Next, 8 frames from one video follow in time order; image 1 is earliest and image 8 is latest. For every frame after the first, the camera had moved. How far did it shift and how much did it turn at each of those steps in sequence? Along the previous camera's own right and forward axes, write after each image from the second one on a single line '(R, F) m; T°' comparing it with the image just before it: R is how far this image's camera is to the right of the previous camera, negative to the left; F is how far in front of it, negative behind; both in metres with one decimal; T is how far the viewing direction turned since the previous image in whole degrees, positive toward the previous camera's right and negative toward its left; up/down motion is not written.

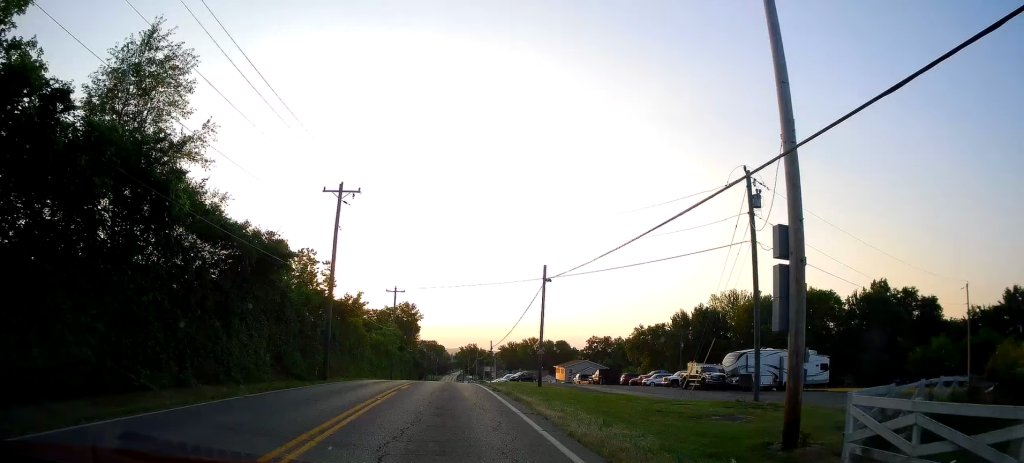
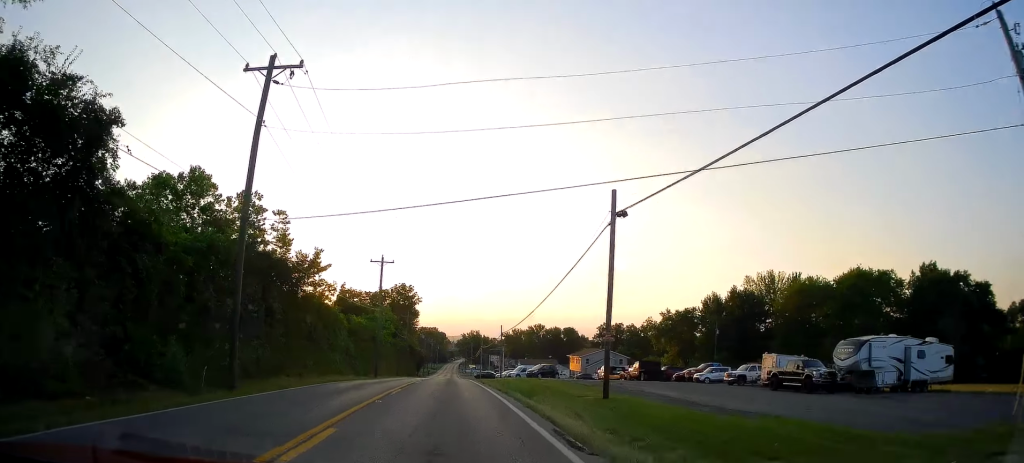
(-0.1, +16.0) m; -2°
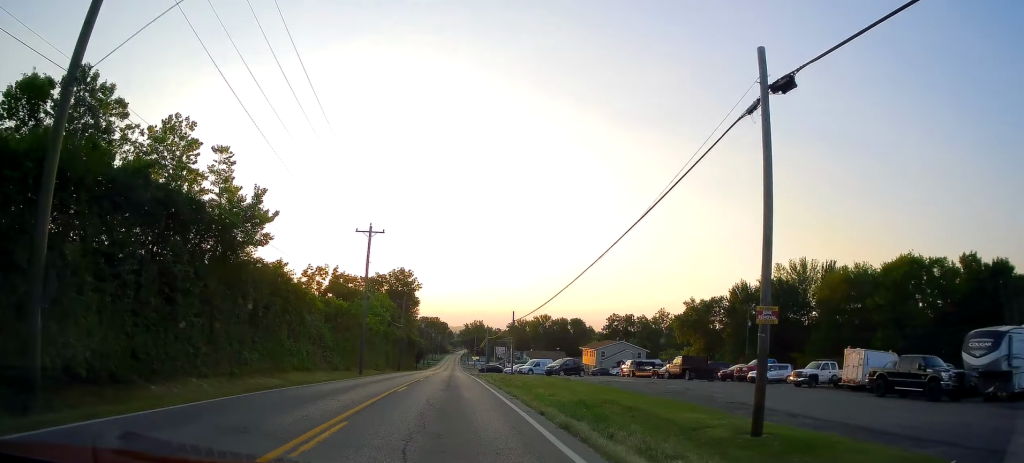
(+0.2, +11.1) m; -2°
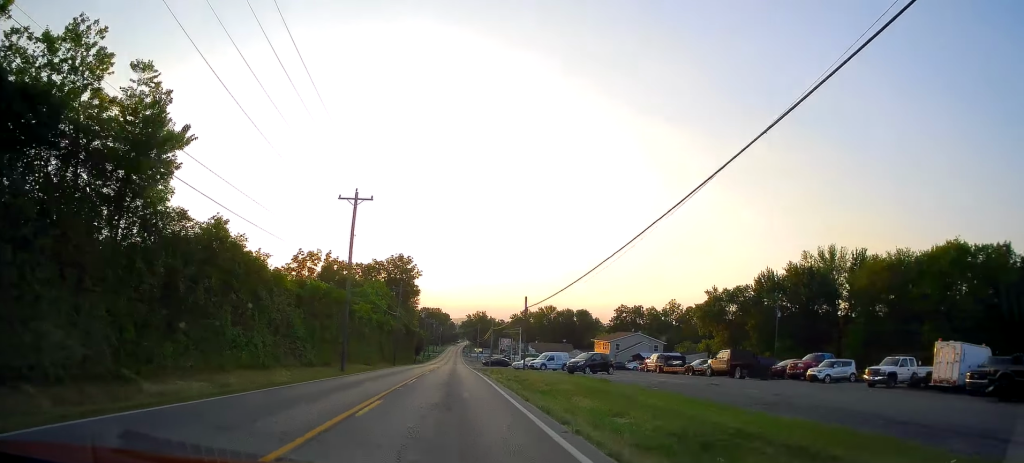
(-0.4, +8.7) m; -1°
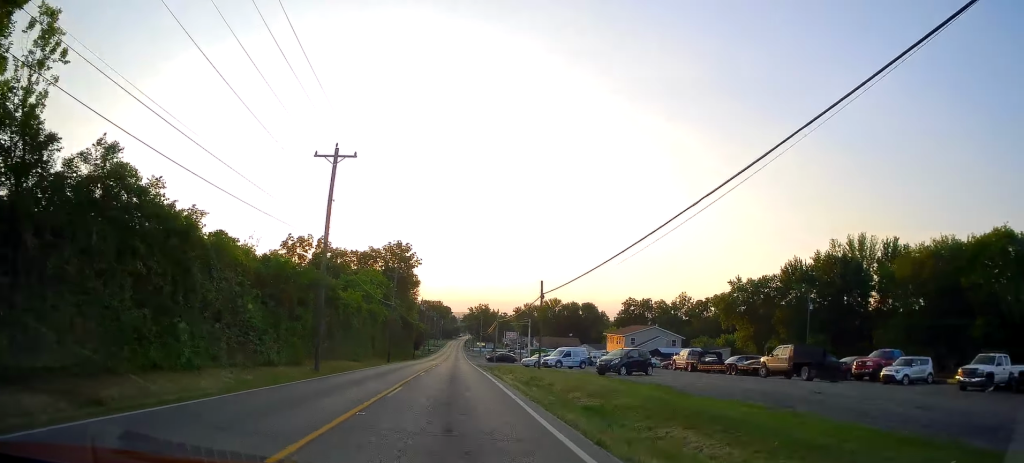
(-0.2, +8.1) m; -1°
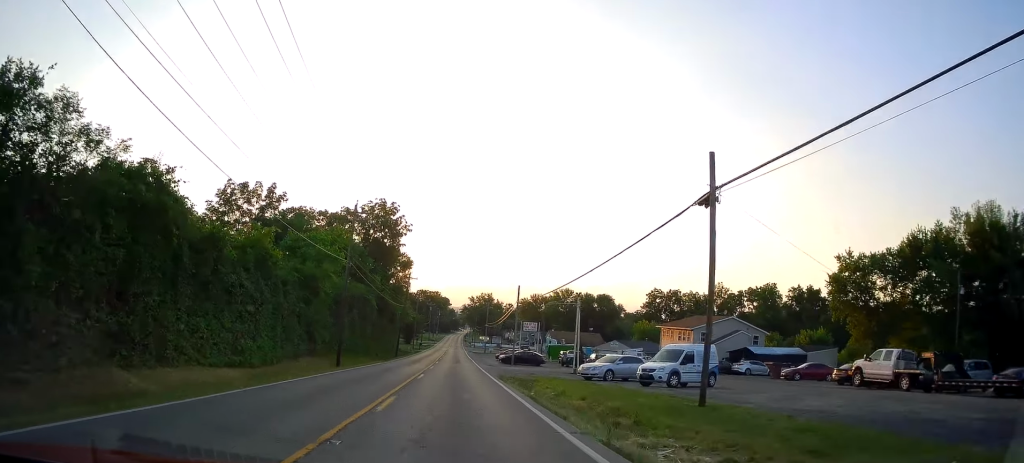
(+0.4, +28.2) m; +2°
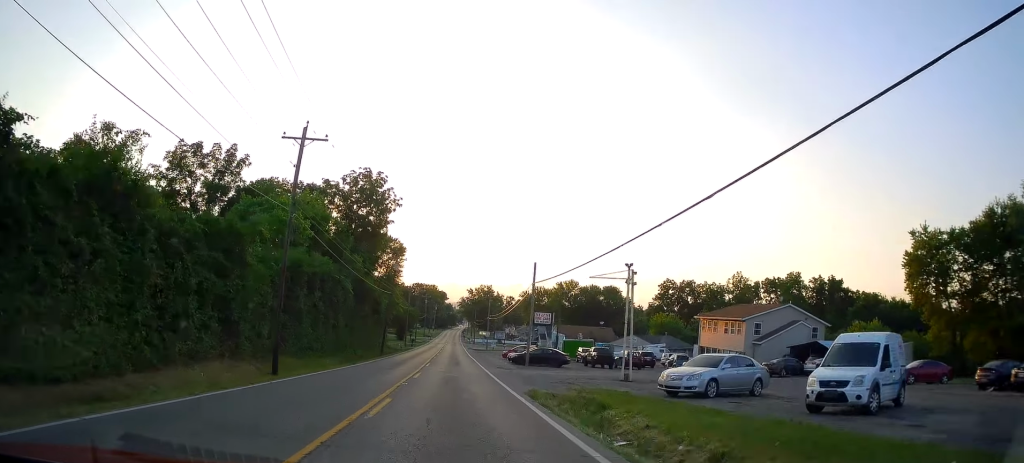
(+0.2, +13.2) m; +1°
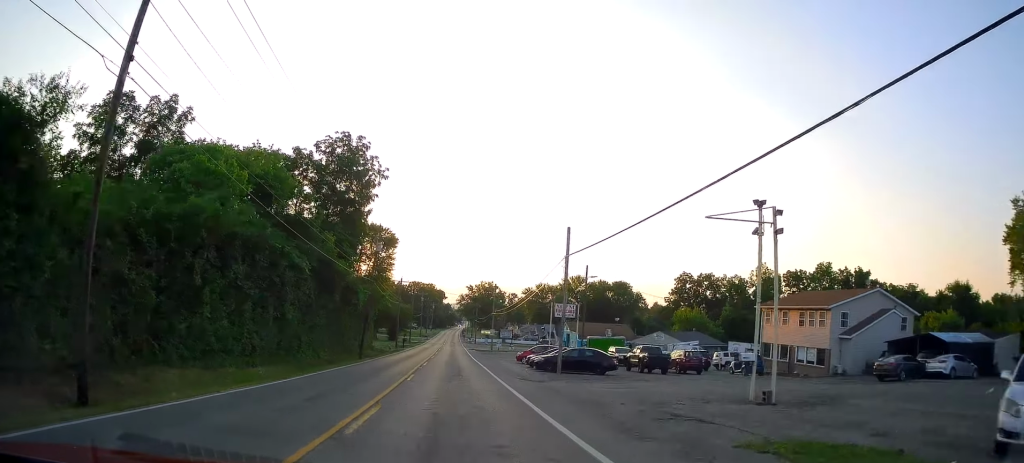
(-0.1, +14.0) m; 0°
